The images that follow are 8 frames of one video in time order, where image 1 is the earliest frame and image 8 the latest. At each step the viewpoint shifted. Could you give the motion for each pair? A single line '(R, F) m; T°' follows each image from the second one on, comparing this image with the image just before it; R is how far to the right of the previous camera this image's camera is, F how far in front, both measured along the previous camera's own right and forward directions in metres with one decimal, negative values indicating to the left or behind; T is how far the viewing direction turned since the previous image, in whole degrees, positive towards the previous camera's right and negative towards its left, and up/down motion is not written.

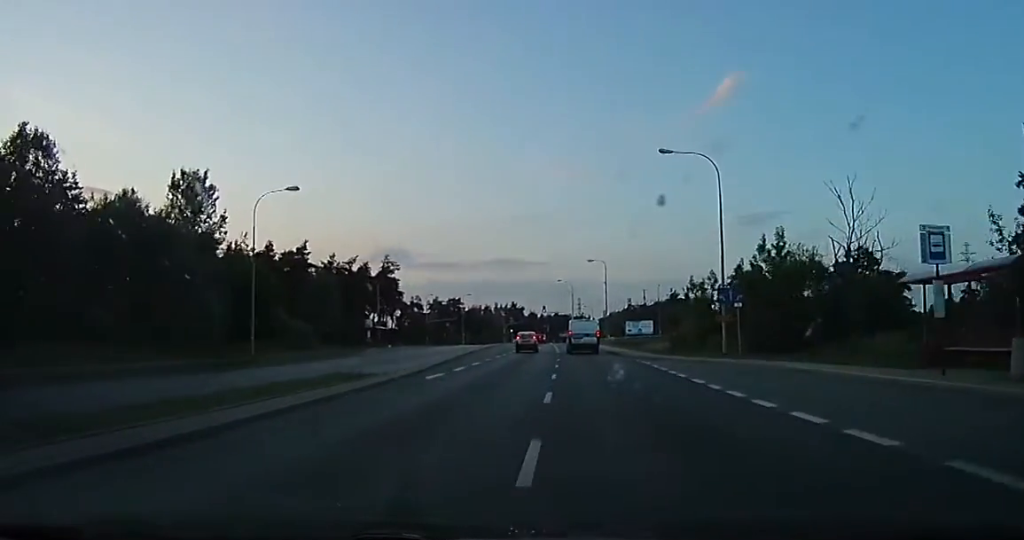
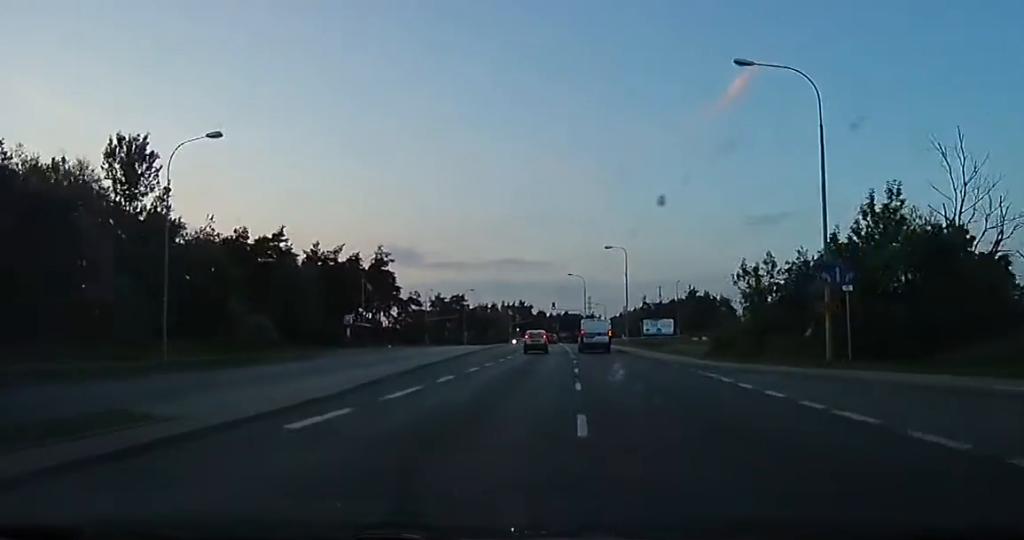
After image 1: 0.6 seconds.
(+0.2, +10.7) m; -1°
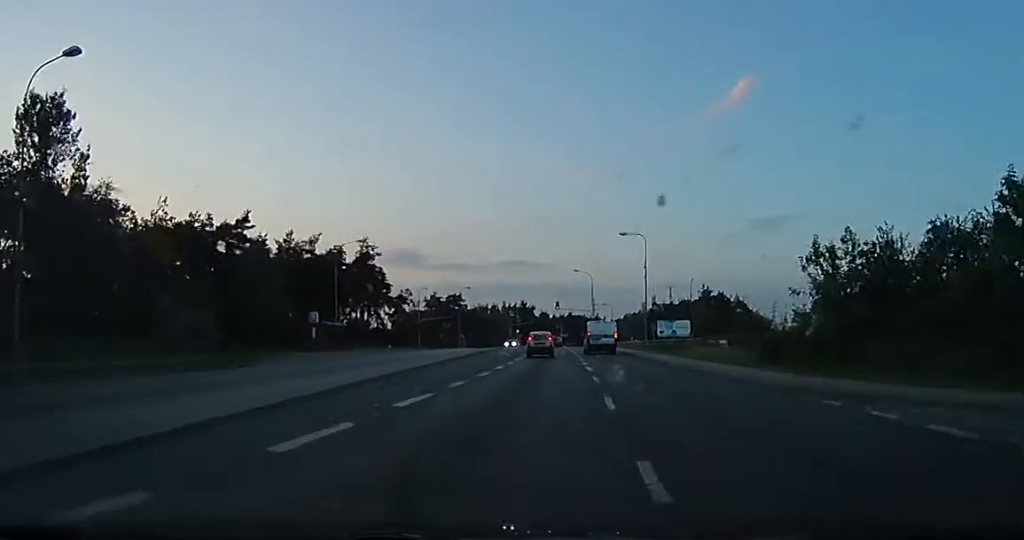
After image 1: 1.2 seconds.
(-0.7, +10.5) m; -1°
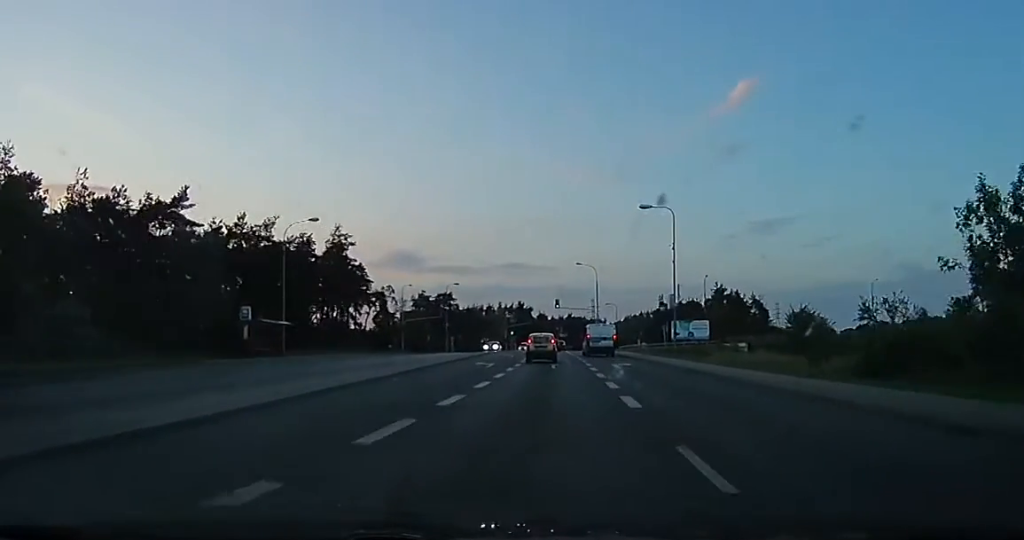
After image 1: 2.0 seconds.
(+0.1, +12.4) m; 0°
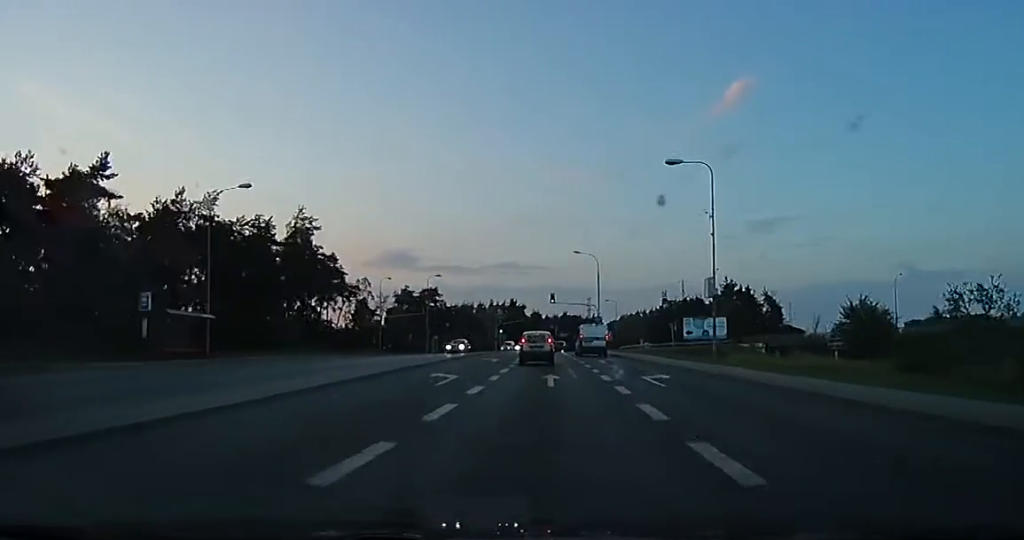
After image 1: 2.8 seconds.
(+0.1, +11.5) m; 0°
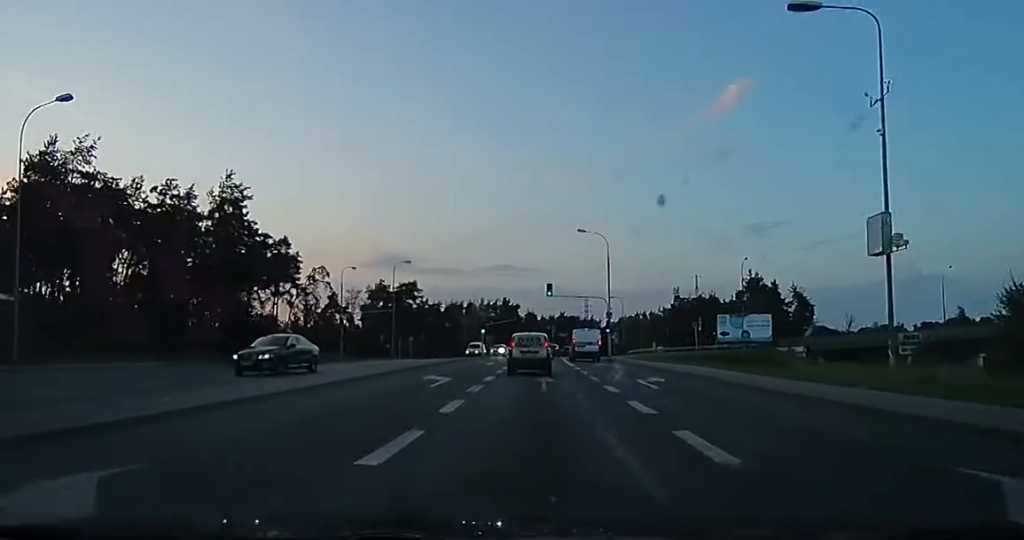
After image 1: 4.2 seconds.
(-0.4, +17.0) m; 0°
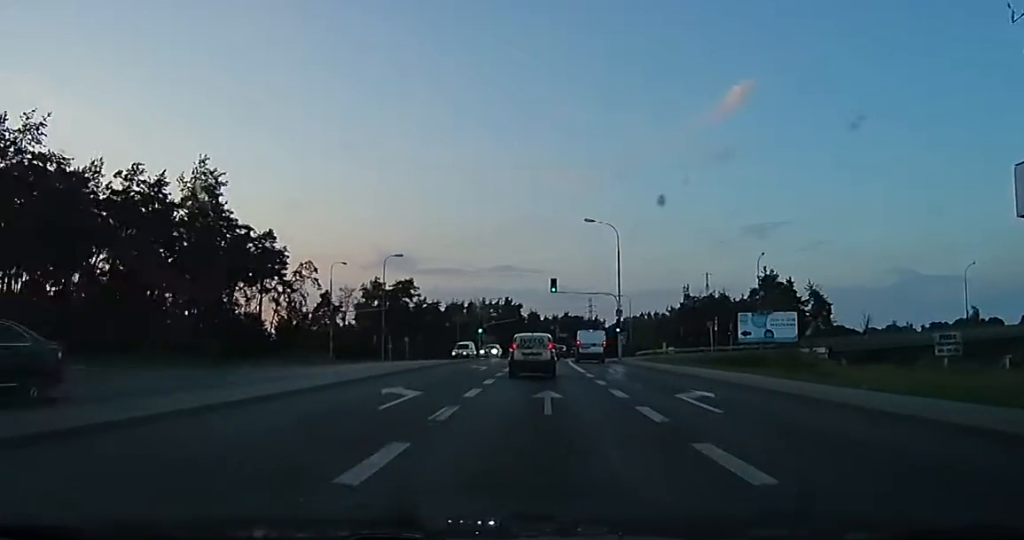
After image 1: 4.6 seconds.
(0.0, +5.5) m; 0°
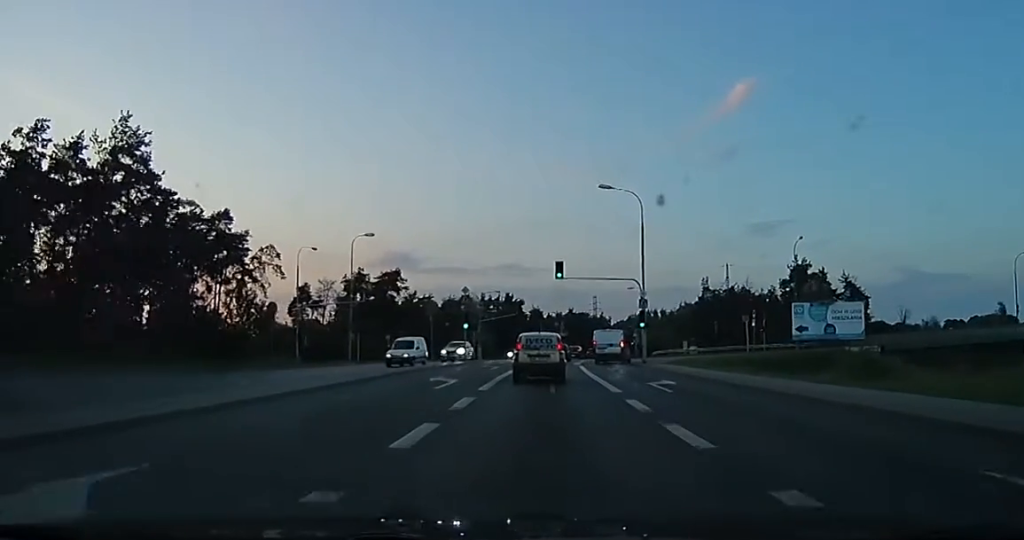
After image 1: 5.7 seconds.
(+0.3, +11.3) m; -1°
